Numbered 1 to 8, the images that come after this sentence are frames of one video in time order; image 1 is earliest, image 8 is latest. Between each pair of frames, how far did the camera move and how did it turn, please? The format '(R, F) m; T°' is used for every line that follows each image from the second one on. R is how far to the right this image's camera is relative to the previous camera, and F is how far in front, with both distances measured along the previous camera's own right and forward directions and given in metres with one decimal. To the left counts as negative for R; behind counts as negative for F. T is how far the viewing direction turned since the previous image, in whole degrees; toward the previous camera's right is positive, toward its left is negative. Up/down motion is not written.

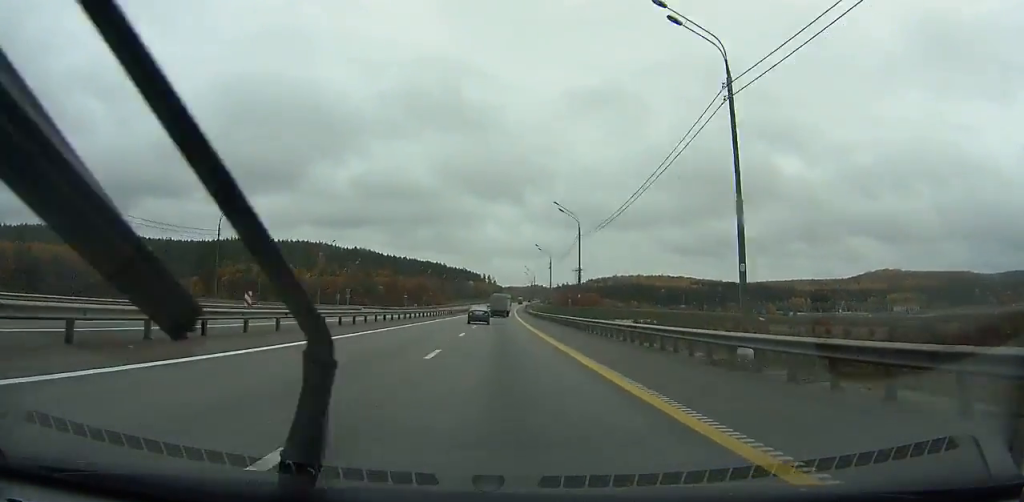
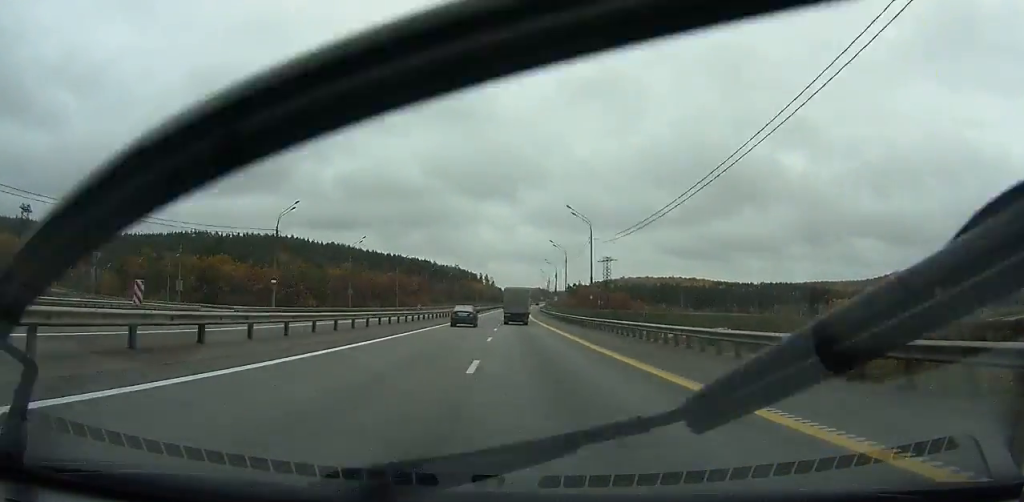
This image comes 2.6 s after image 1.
(+0.1, +84.3) m; 0°
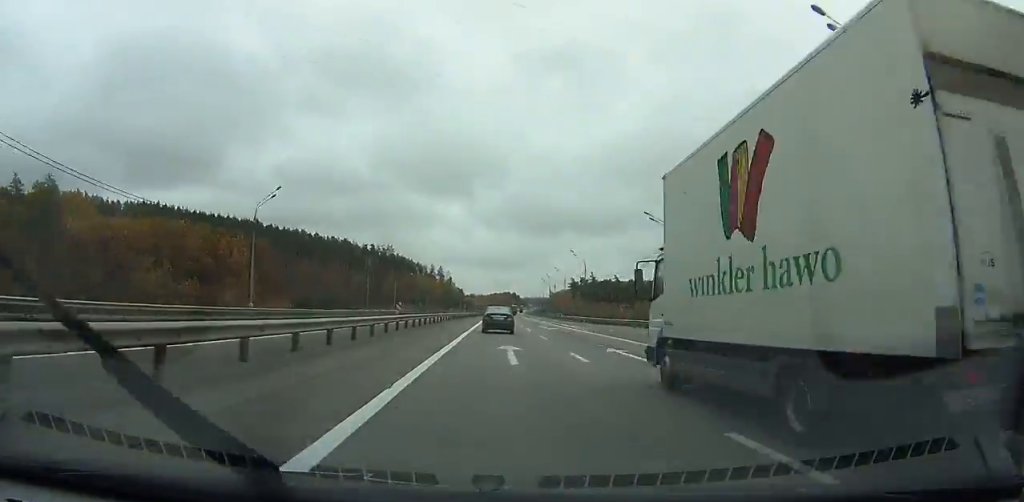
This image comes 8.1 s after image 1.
(+2.4, +174.3) m; +3°
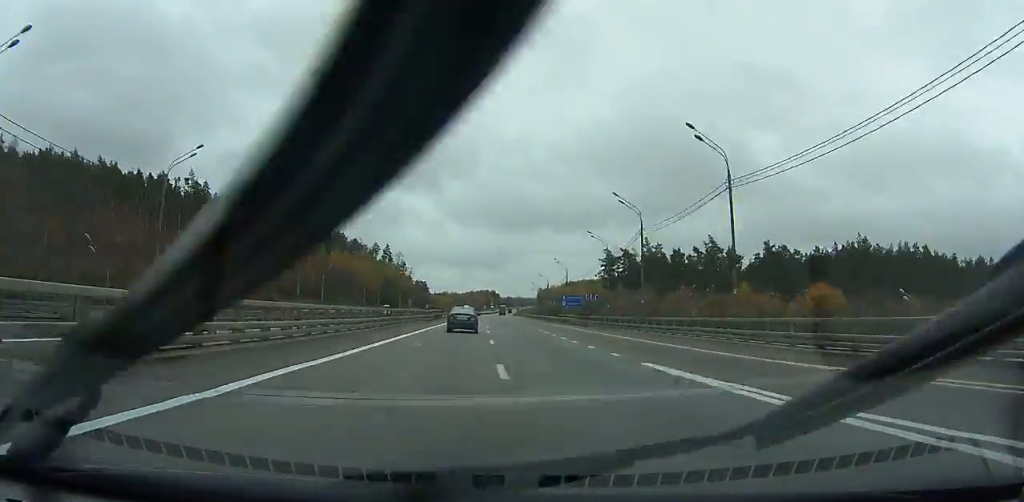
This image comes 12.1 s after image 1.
(+3.1, +123.1) m; +2°
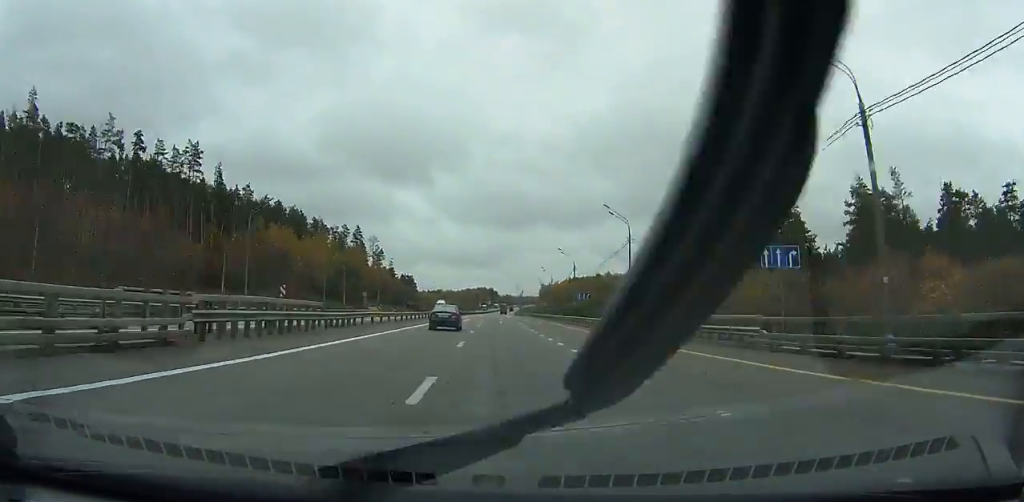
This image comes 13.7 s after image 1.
(+0.3, +48.9) m; +1°
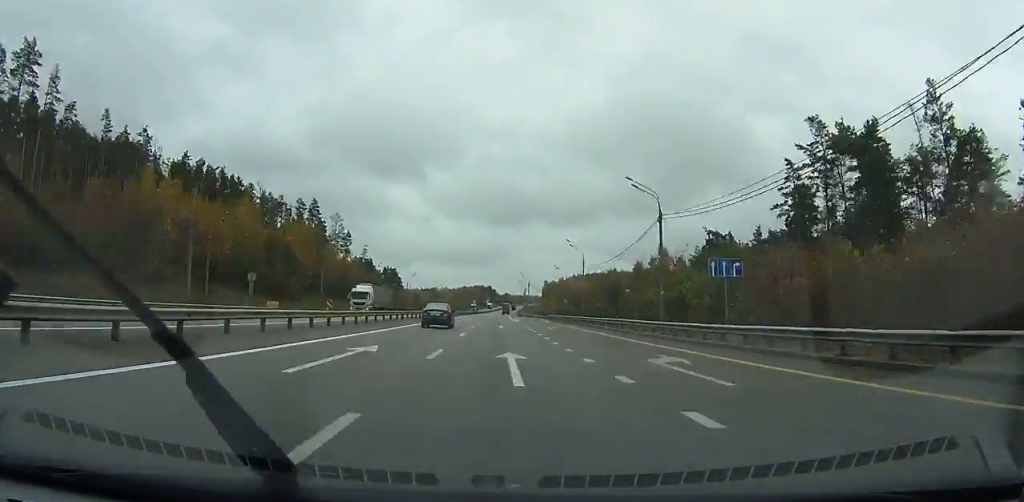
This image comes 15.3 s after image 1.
(+0.4, +48.8) m; 0°
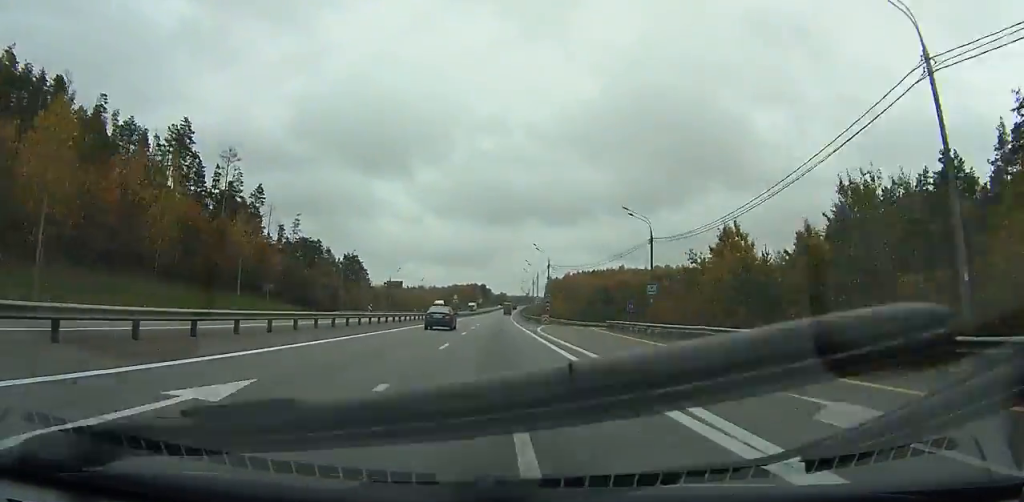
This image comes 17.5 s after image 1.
(+0.3, +67.4) m; 0°
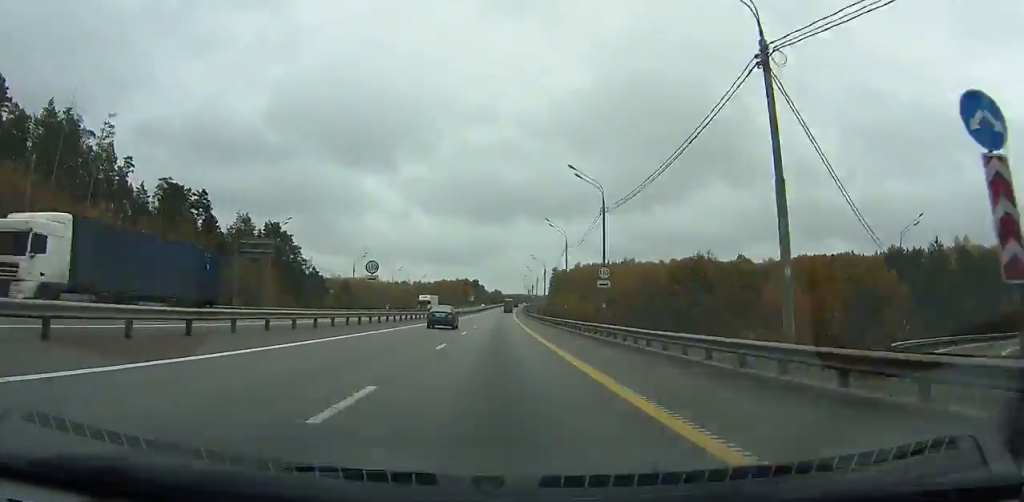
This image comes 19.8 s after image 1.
(+0.2, +71.0) m; 0°
